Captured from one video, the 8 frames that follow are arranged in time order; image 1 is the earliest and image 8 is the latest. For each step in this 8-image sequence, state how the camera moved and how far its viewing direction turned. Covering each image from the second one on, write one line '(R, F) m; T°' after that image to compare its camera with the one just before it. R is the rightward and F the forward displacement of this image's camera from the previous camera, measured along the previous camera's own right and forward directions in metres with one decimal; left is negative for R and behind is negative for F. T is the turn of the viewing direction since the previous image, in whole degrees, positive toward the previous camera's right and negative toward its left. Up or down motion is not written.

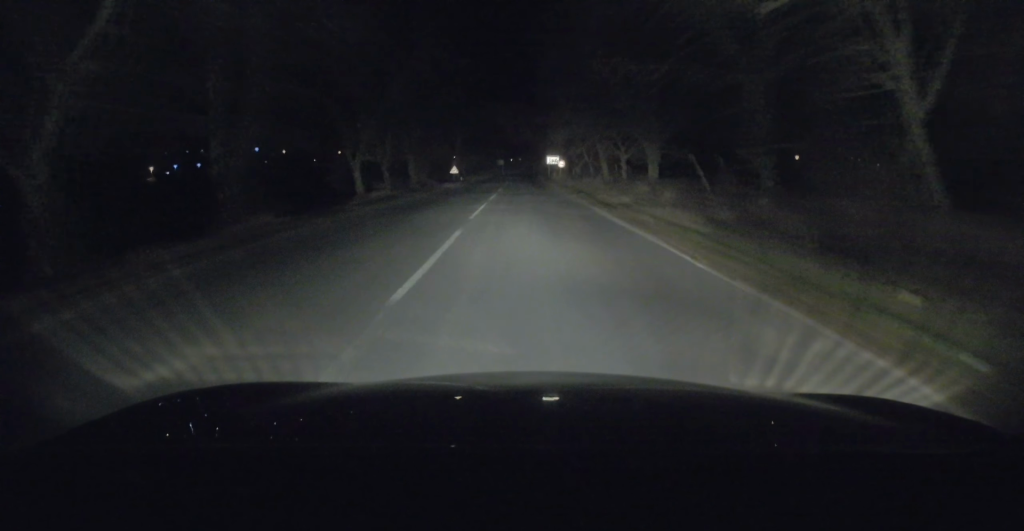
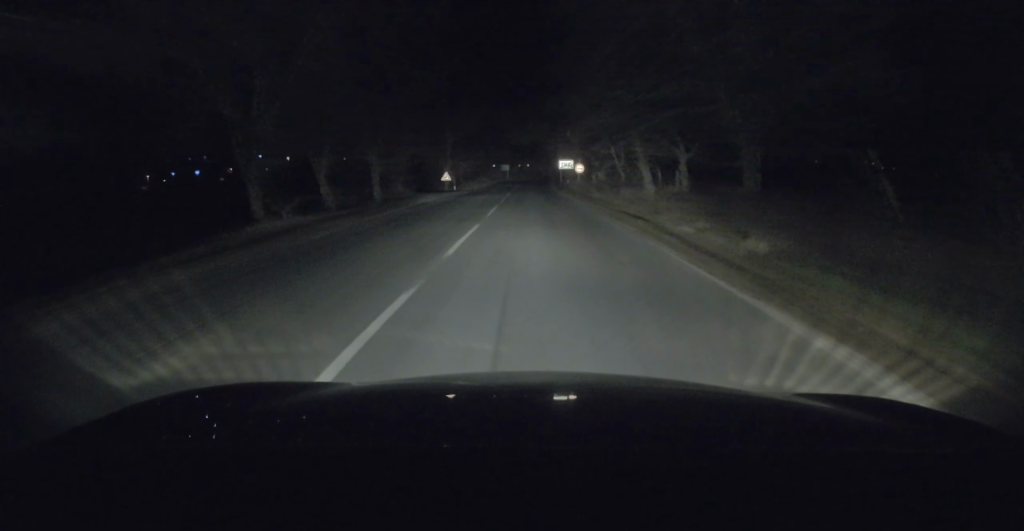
(0.0, +14.3) m; 0°
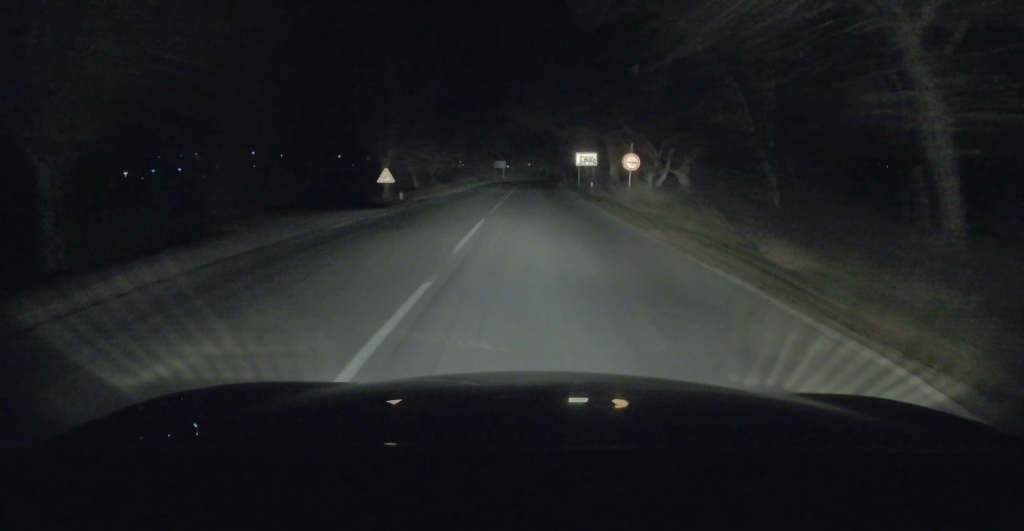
(-0.6, +26.1) m; -1°
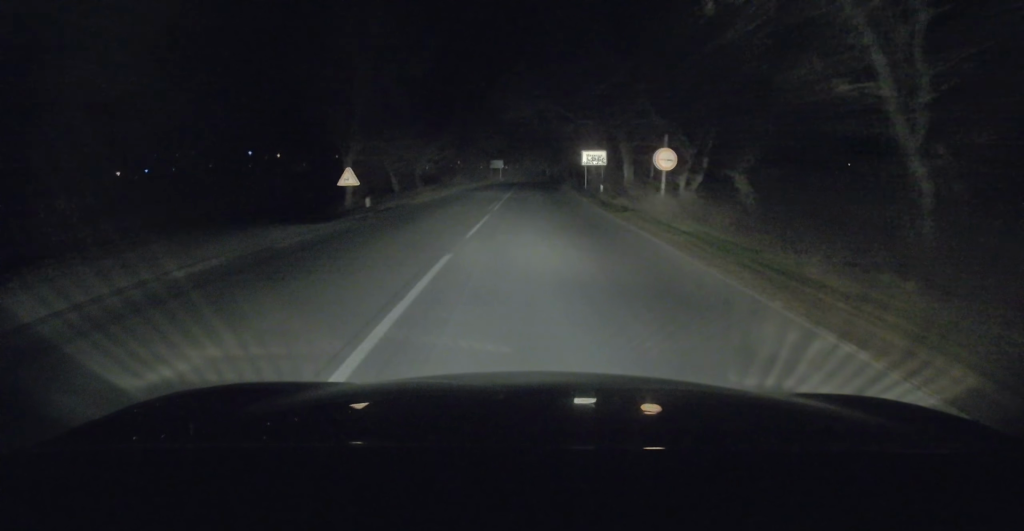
(+0.2, +7.0) m; 0°
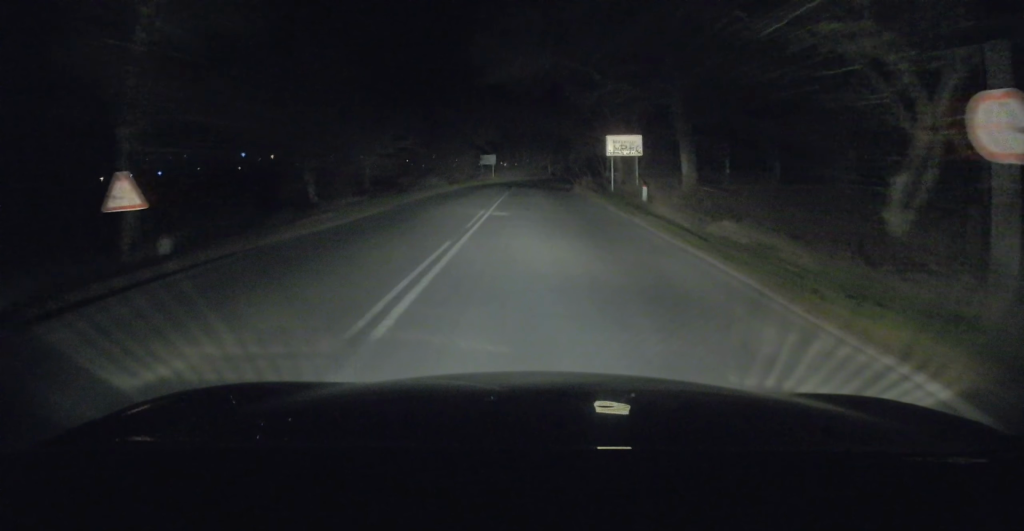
(+0.1, +15.9) m; 0°
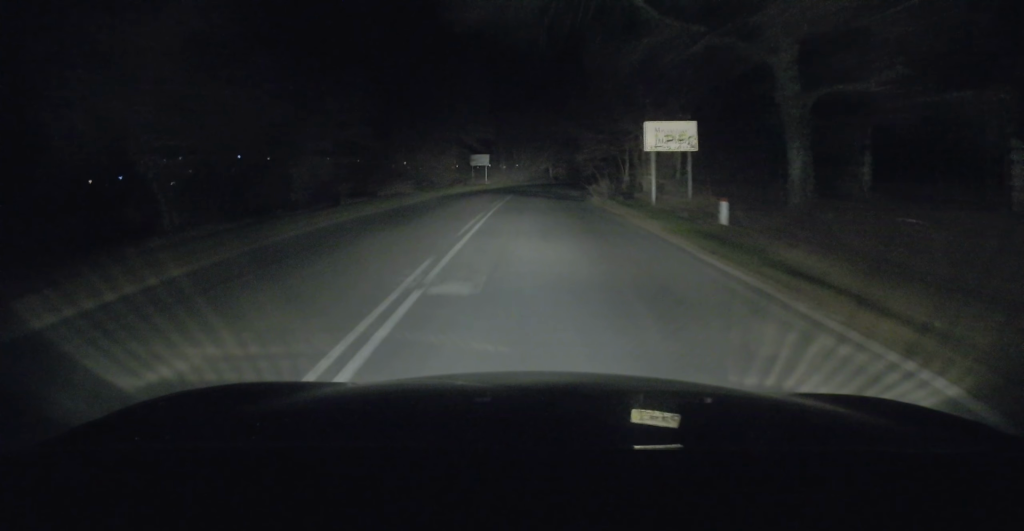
(-0.1, +11.0) m; -1°
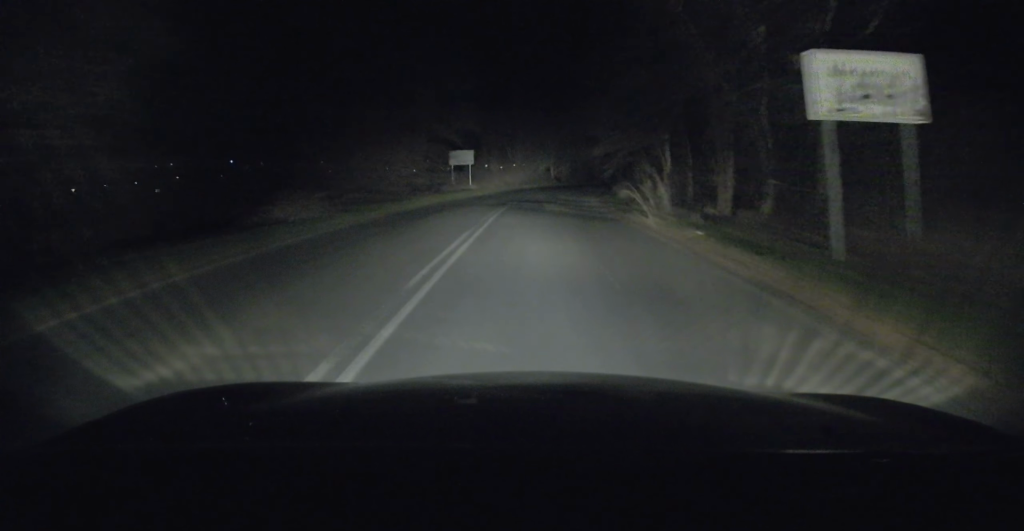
(+0.1, +13.8) m; 0°
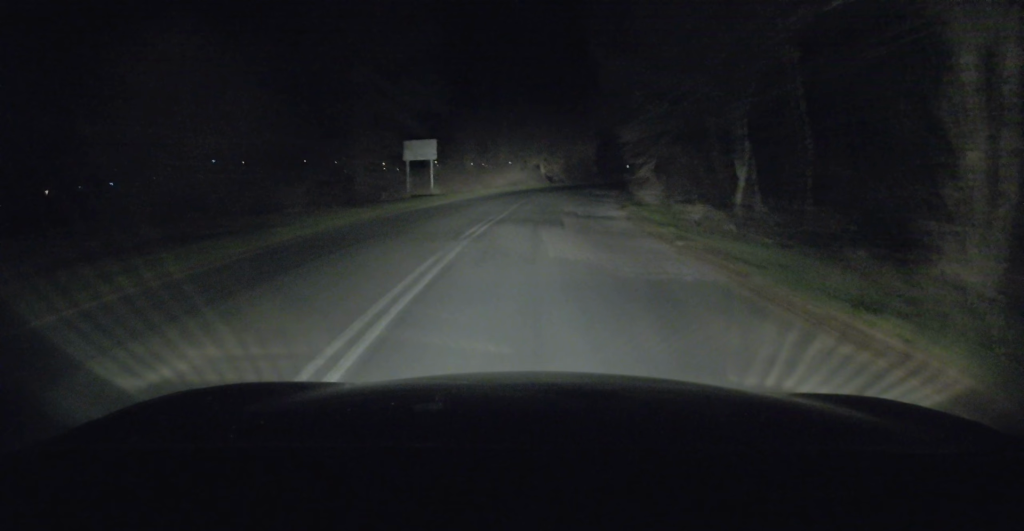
(-0.1, +12.7) m; +1°
